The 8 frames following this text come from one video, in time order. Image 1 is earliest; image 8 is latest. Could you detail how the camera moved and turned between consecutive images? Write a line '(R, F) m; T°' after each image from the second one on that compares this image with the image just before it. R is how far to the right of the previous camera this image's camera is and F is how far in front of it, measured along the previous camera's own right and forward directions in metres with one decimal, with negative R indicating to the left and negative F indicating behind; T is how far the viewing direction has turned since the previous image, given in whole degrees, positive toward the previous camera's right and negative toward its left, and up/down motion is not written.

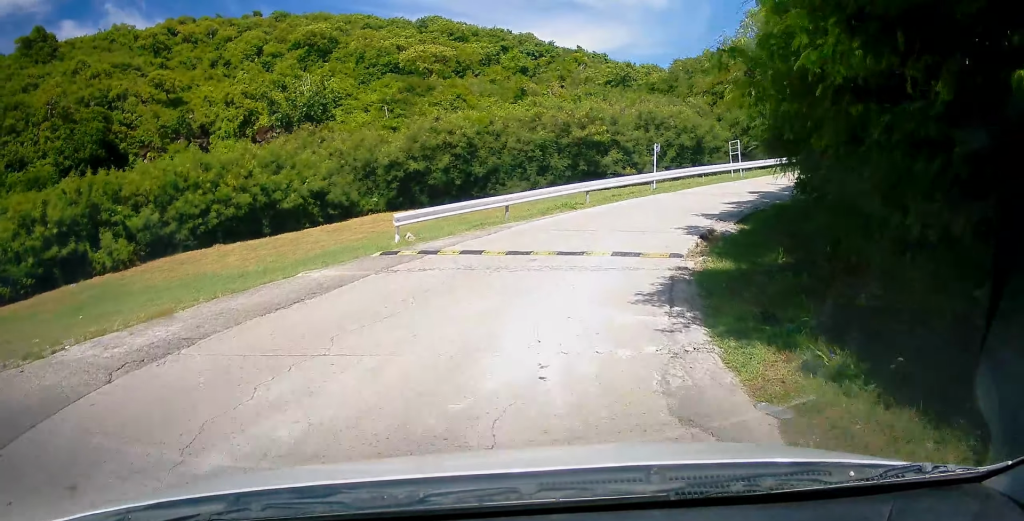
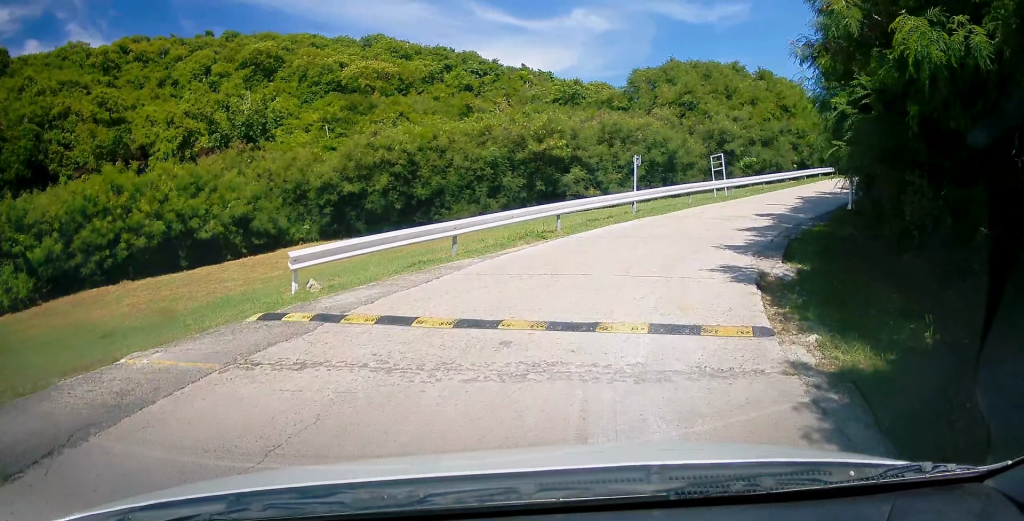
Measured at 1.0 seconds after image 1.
(-0.3, +4.7) m; +6°
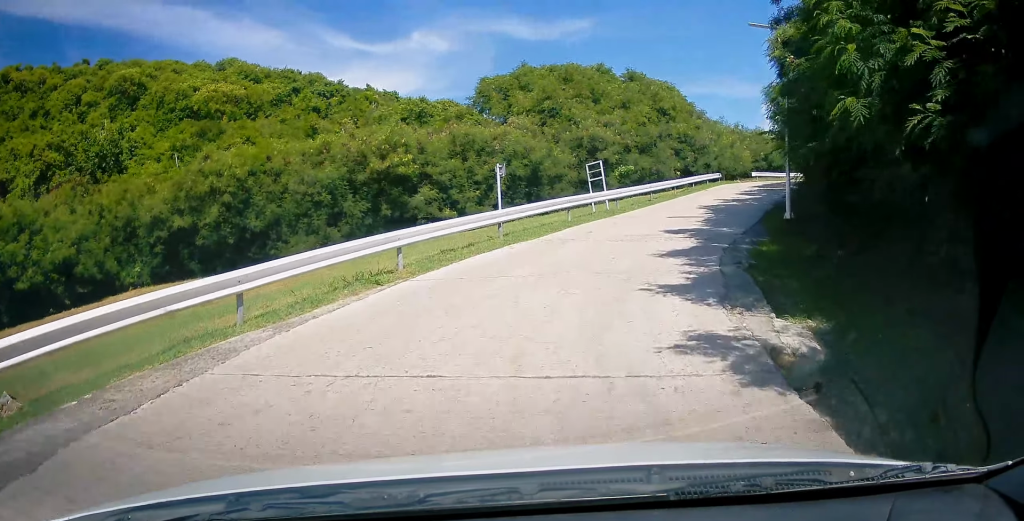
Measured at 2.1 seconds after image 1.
(+0.9, +4.7) m; +14°
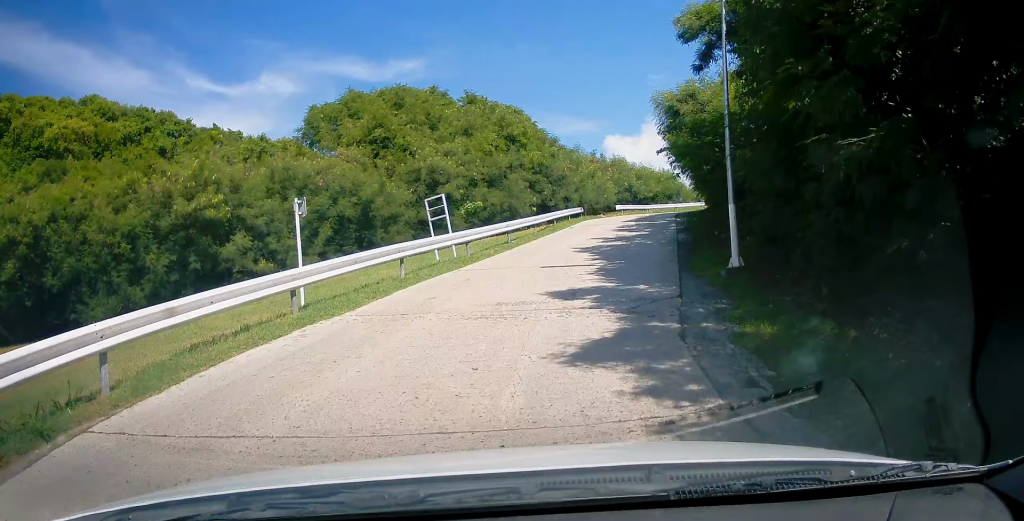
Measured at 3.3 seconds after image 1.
(+0.3, +5.4) m; +10°
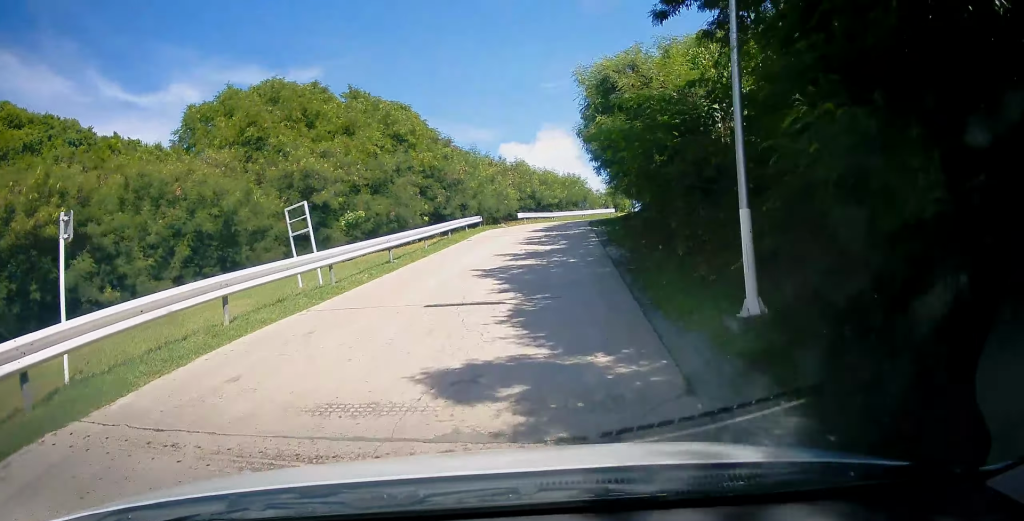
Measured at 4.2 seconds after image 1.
(+0.4, +4.1) m; +12°
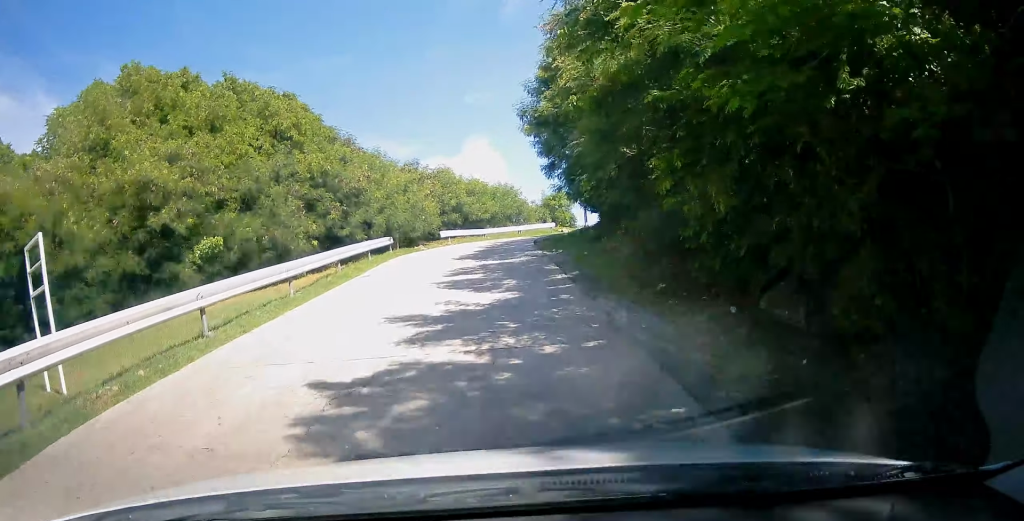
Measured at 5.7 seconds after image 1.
(+0.8, +7.3) m; +8°
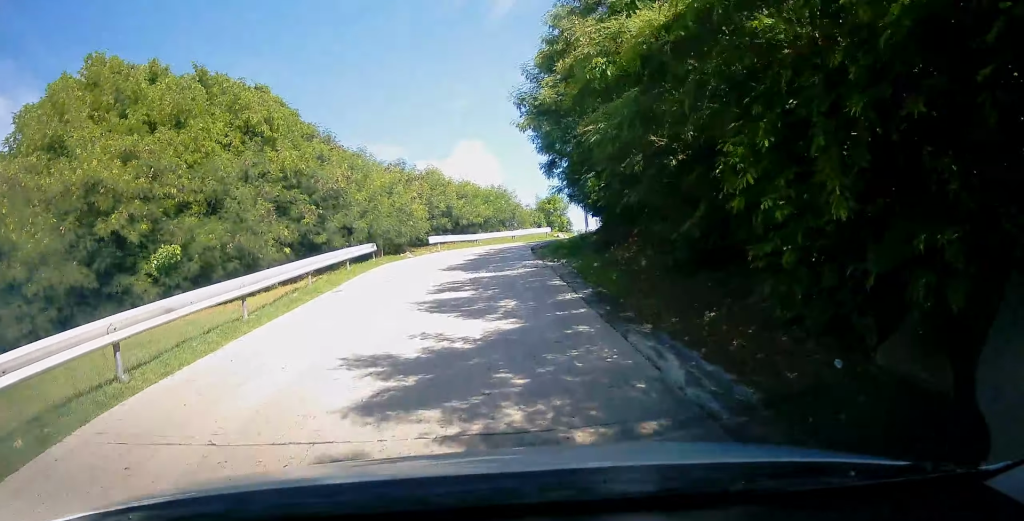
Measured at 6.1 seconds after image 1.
(0.0, +2.2) m; +1°
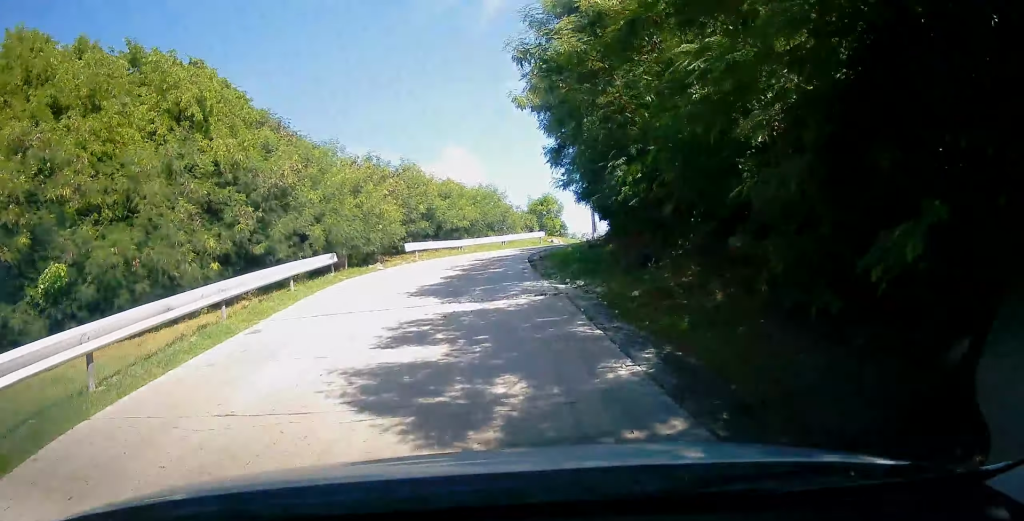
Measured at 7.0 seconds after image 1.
(+0.2, +4.4) m; +3°
